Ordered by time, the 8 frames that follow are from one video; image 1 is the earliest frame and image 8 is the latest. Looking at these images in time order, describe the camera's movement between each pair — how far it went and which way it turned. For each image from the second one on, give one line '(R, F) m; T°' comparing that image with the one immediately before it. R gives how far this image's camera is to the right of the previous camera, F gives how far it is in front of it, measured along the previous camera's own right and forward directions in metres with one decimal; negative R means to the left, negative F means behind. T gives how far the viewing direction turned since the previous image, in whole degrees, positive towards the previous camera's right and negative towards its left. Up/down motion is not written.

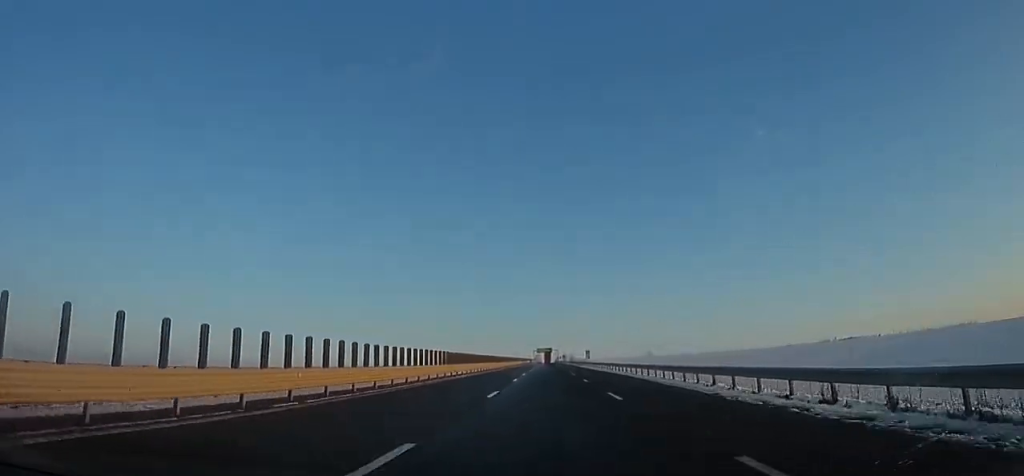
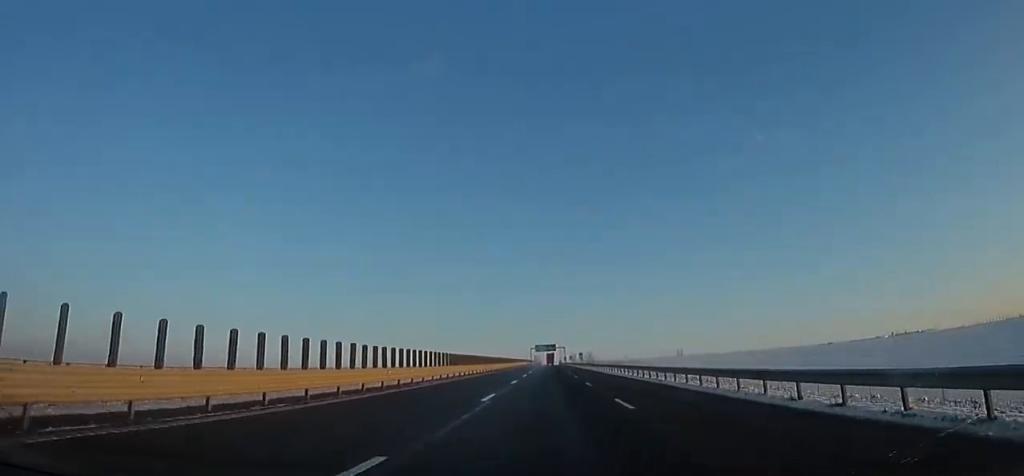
(+0.4, +88.3) m; +1°
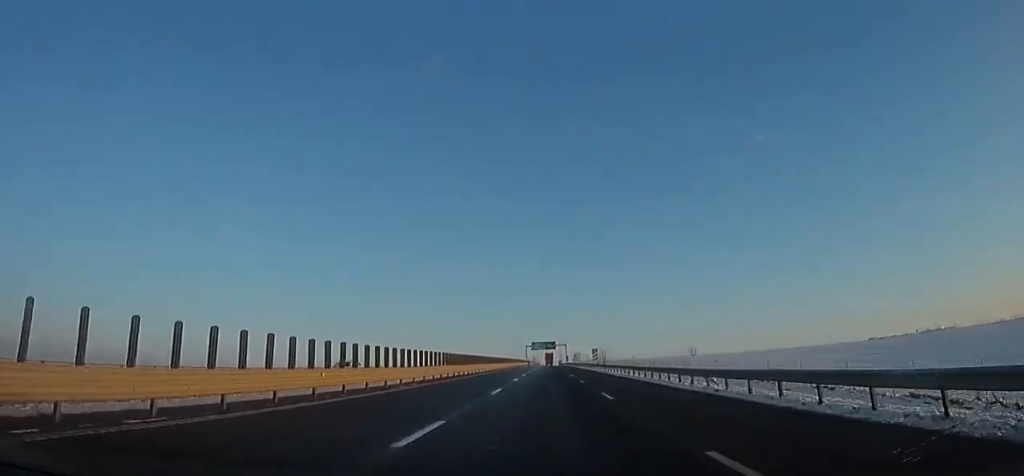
(+0.5, +33.3) m; -1°
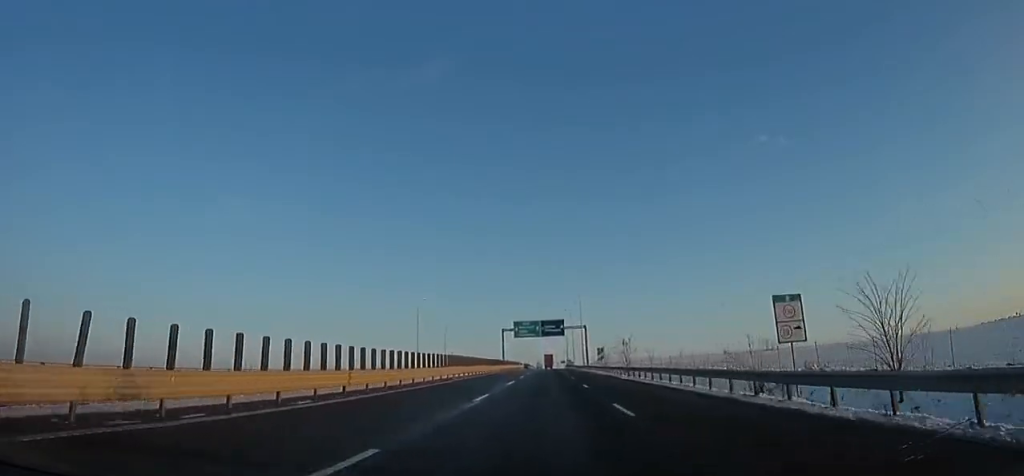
(-1.5, +99.5) m; -1°
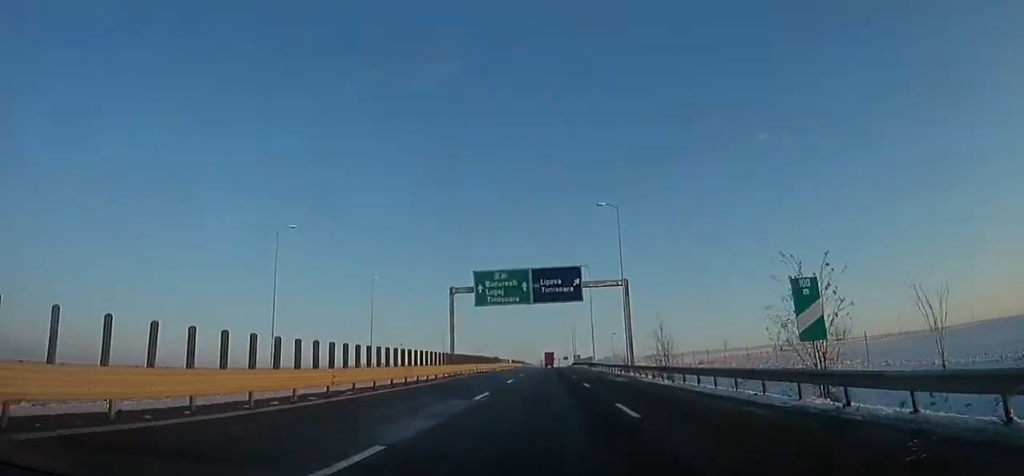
(-0.3, +47.9) m; +1°
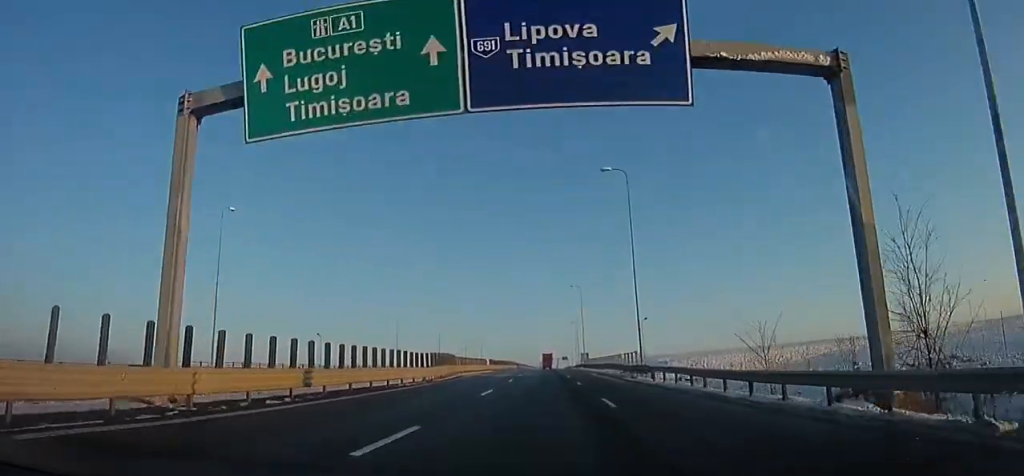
(+0.6, +33.5) m; +1°
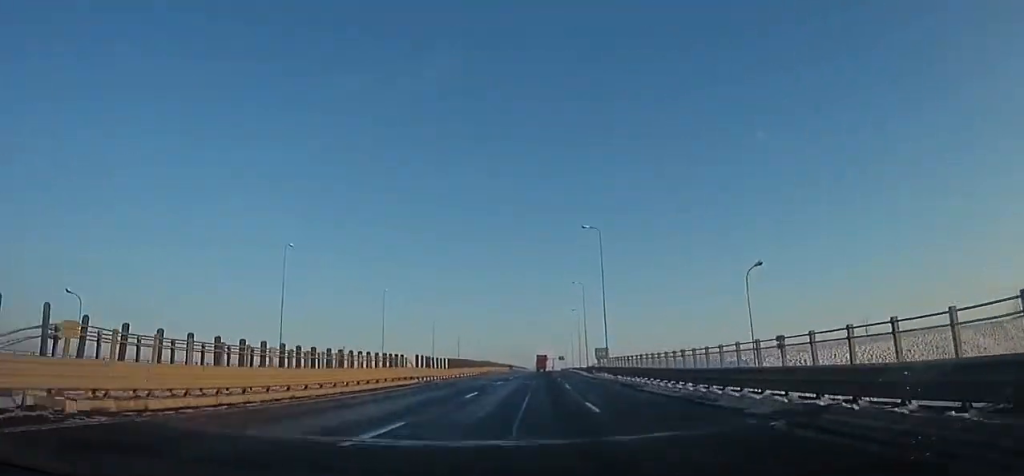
(+0.4, +35.9) m; +1°
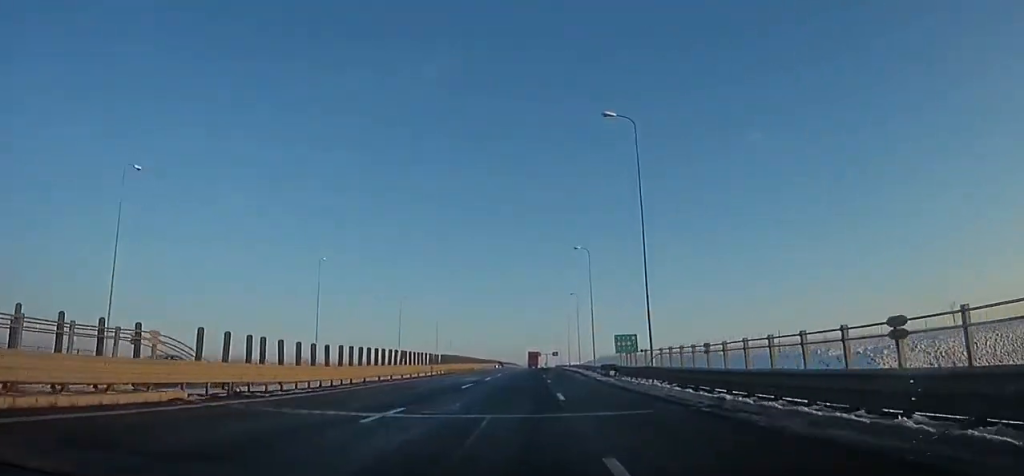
(-0.2, +21.0) m; +1°
